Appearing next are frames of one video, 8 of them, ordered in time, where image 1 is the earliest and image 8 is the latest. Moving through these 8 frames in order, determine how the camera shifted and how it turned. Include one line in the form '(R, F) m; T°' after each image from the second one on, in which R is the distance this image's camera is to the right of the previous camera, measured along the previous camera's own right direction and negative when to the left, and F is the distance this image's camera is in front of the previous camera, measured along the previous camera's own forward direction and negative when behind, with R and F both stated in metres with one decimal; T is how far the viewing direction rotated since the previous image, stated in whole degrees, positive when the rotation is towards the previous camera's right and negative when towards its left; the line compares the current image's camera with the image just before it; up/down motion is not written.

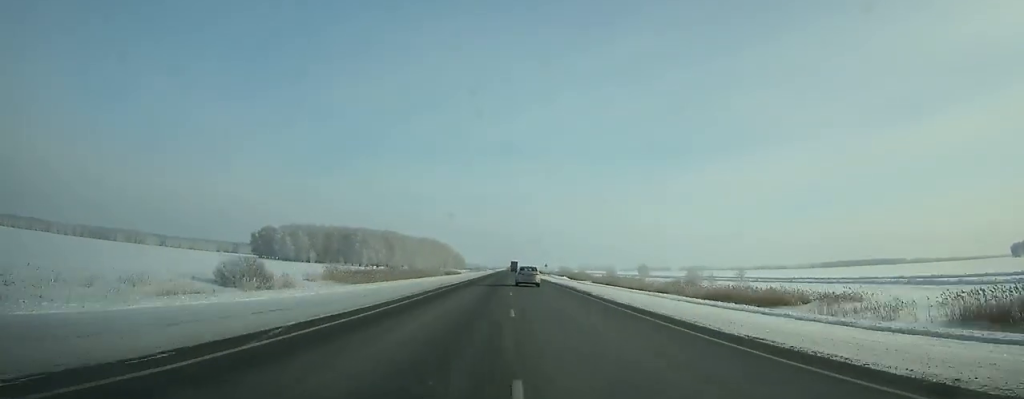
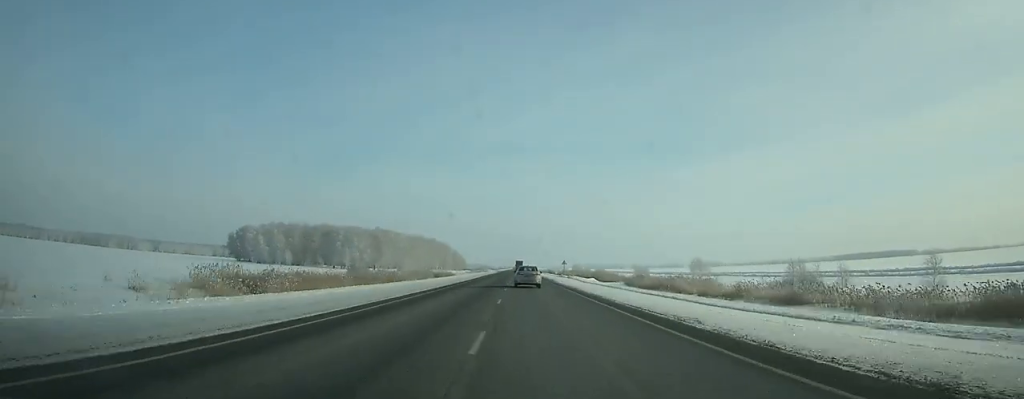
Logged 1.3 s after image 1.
(-0.1, +41.4) m; 0°
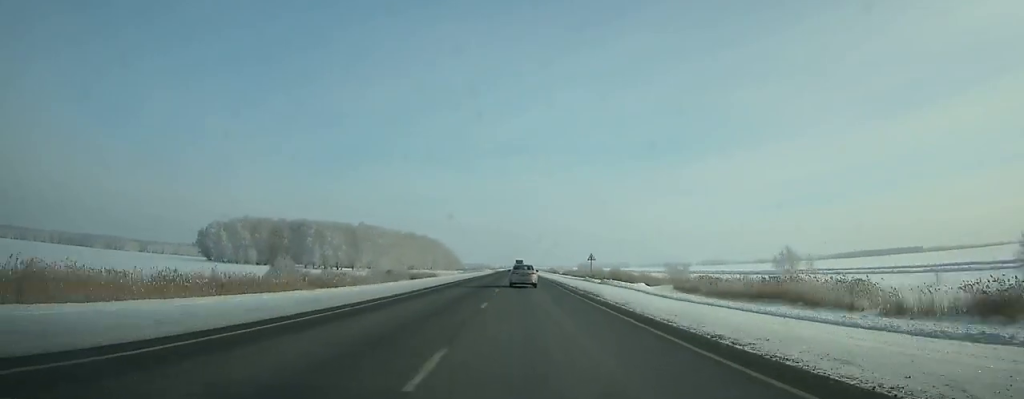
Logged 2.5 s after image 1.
(0.0, +38.4) m; 0°
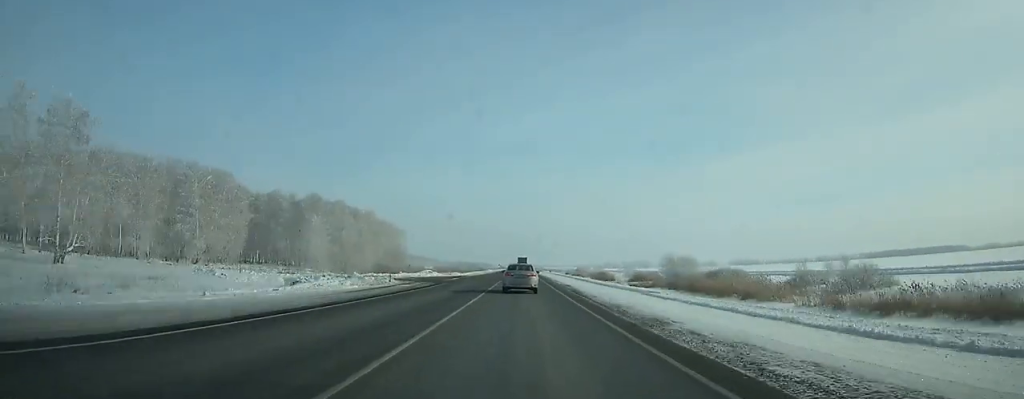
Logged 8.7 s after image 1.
(-1.1, +185.4) m; 0°
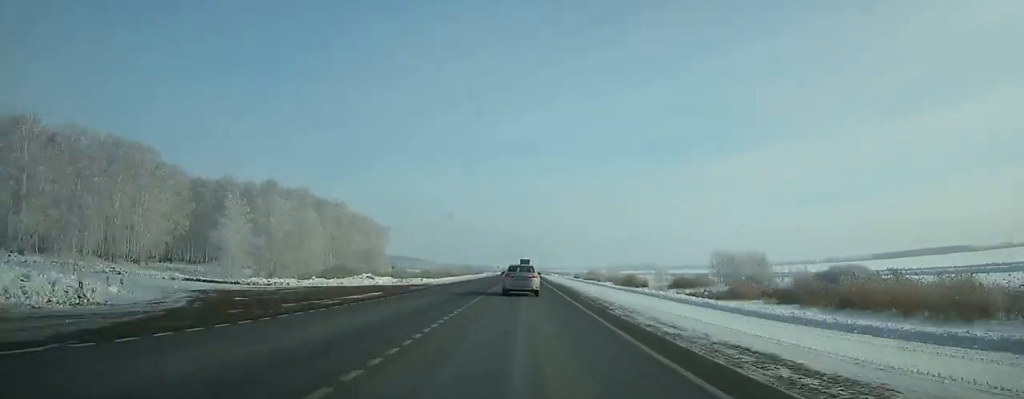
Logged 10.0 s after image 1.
(0.0, +36.2) m; 0°
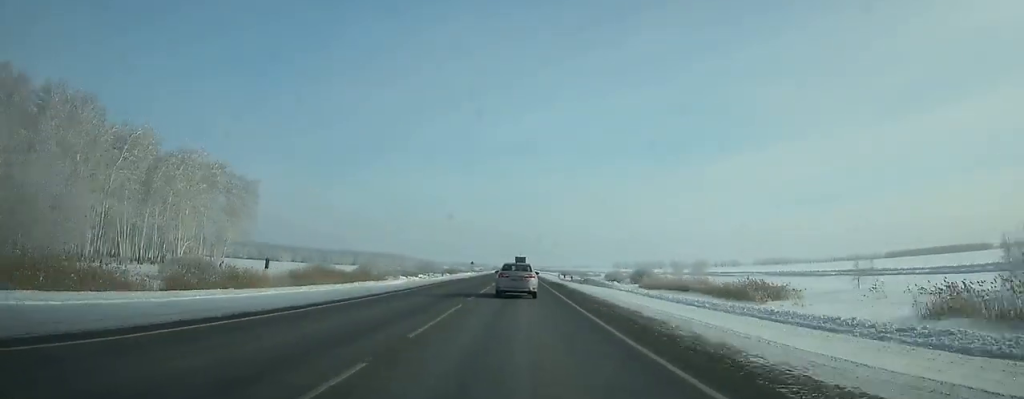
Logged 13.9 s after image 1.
(0.0, +105.8) m; 0°
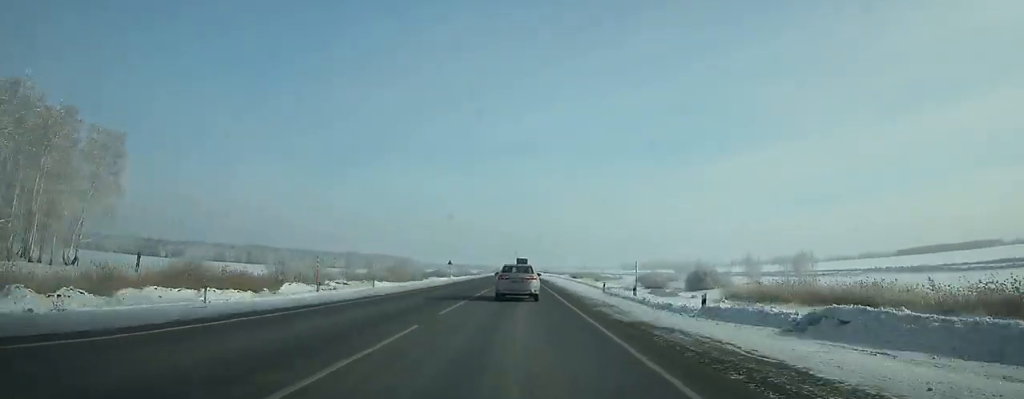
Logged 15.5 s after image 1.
(0.0, +42.1) m; 0°
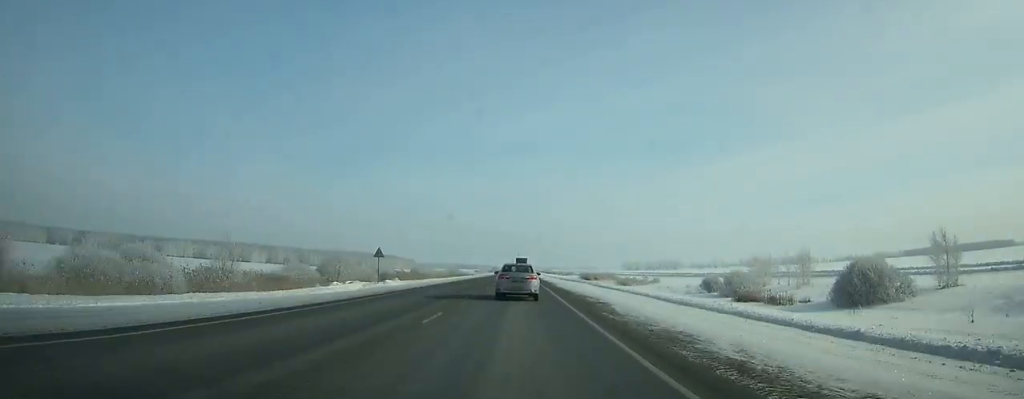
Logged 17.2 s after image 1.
(0.0, +44.0) m; 0°
